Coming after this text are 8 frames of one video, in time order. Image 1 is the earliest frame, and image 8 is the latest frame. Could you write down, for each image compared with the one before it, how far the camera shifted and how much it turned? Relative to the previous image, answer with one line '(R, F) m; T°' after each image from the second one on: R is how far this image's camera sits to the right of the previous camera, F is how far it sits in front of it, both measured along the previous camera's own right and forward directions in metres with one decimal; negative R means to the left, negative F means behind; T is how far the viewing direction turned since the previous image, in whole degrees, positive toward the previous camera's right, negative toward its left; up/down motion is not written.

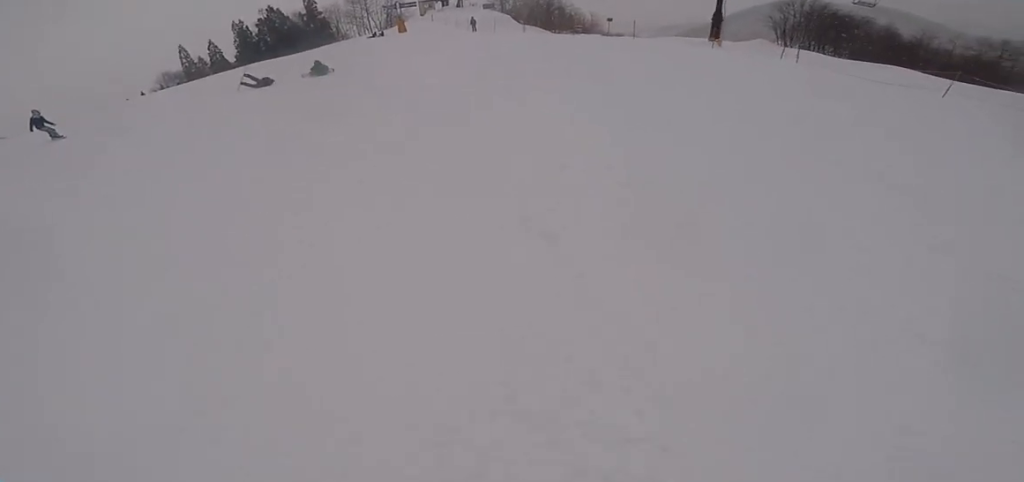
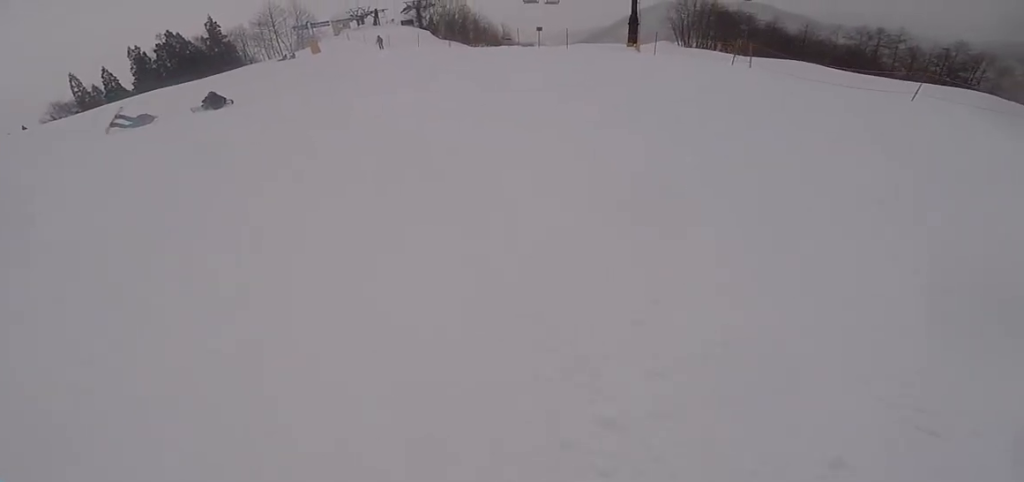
(+0.3, +4.0) m; +4°
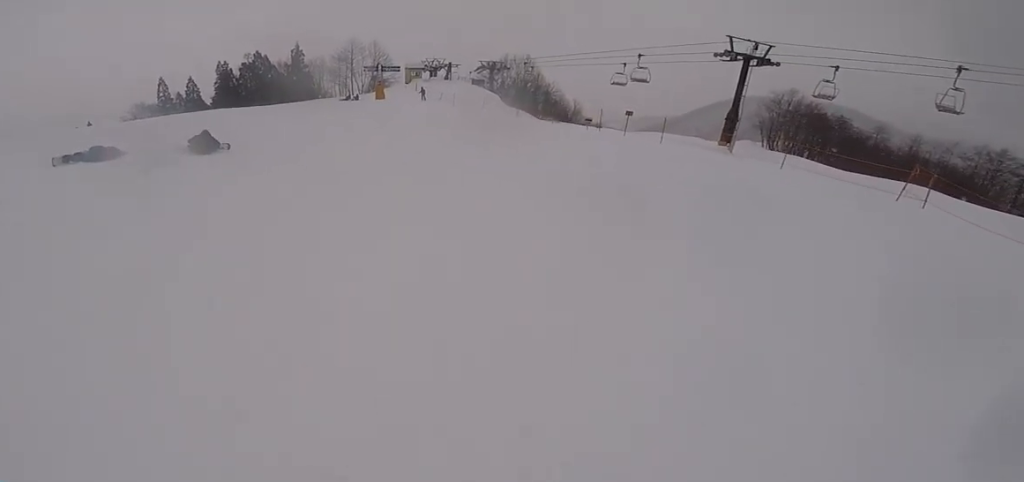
(+0.3, +5.6) m; +13°
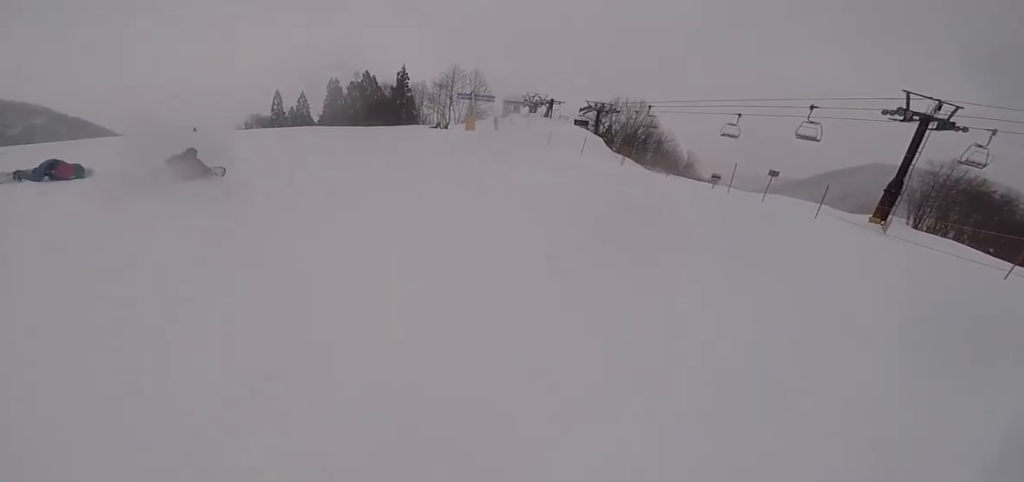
(+0.5, +4.3) m; +2°
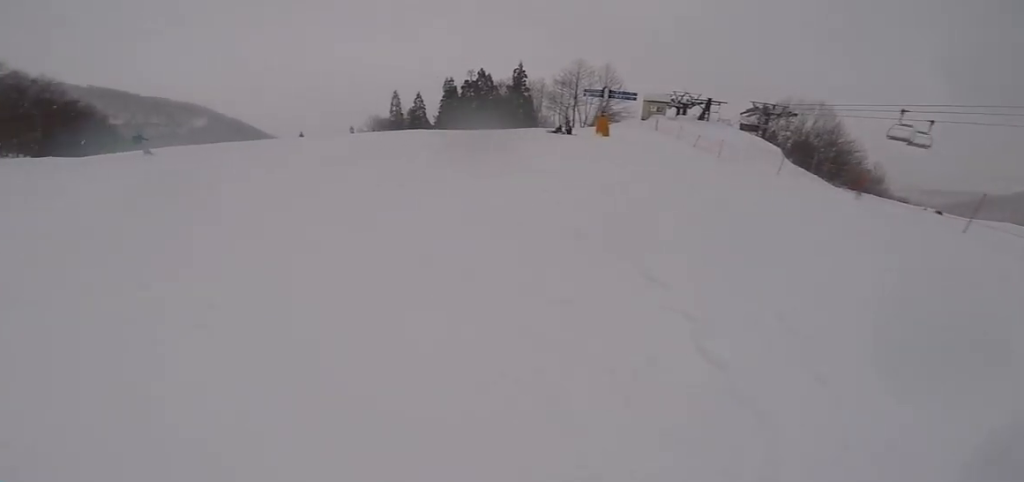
(-2.2, +7.5) m; -29°
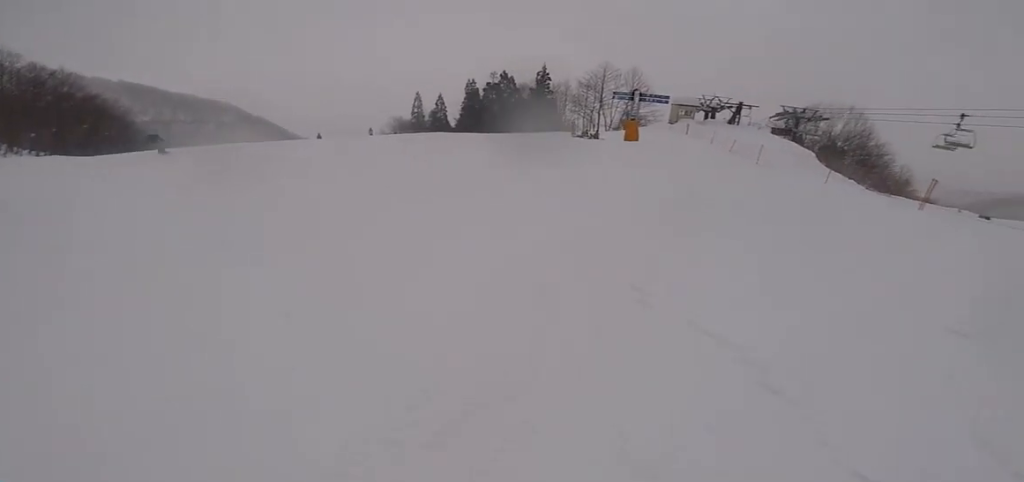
(+0.5, +2.1) m; +6°
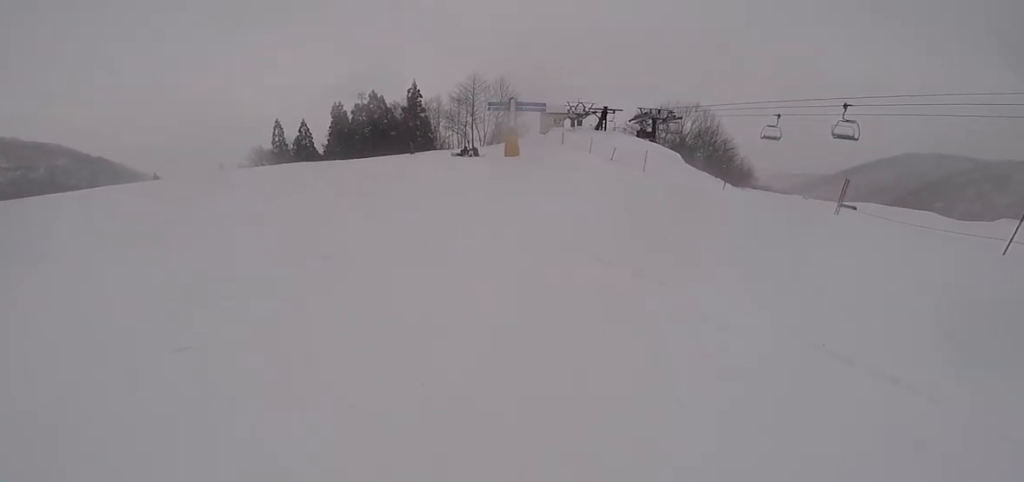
(+0.6, +4.0) m; +6°
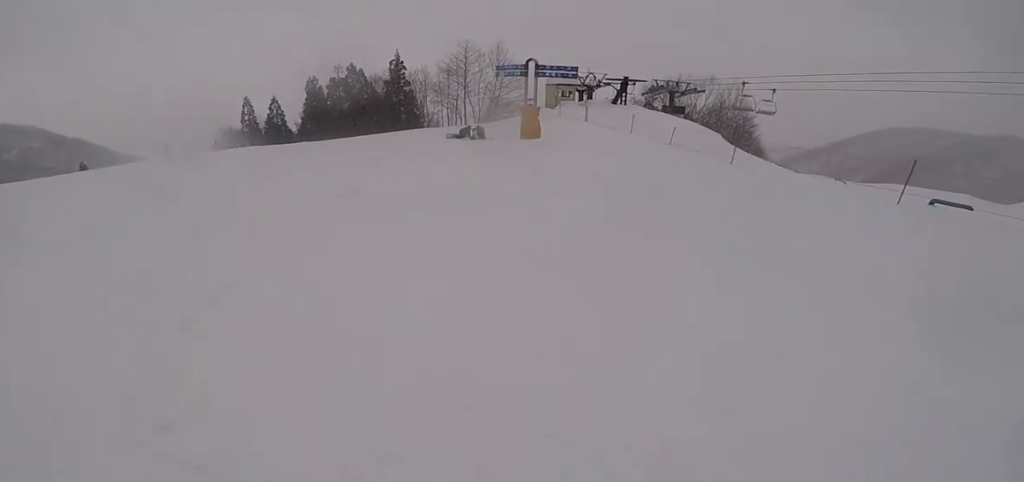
(-1.0, +7.8) m; -7°
